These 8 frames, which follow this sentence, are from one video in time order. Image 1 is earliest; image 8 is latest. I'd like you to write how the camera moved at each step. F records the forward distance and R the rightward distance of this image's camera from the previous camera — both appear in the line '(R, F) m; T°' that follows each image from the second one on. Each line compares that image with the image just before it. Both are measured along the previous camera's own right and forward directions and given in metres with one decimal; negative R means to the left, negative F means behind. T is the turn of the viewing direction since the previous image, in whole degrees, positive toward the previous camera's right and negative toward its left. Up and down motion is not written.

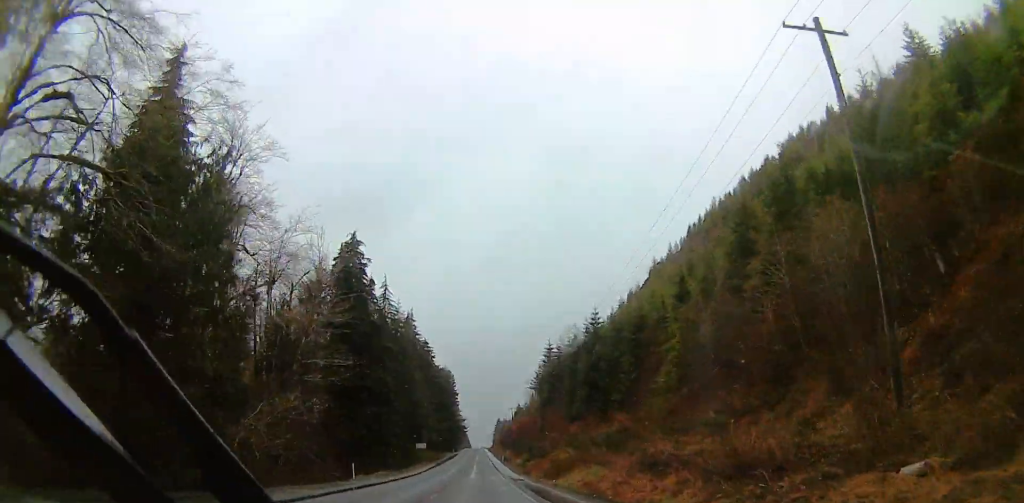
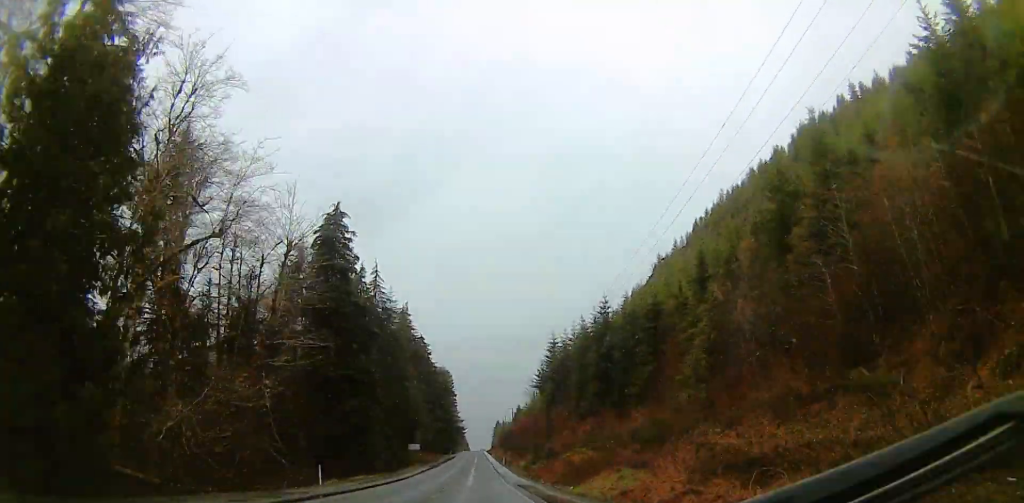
(0.0, +10.1) m; 0°
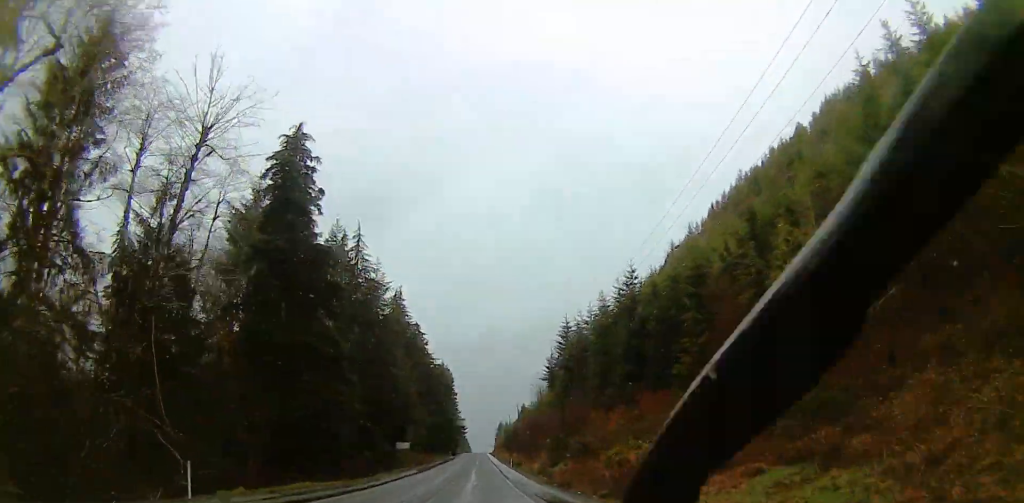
(0.0, +18.9) m; 0°
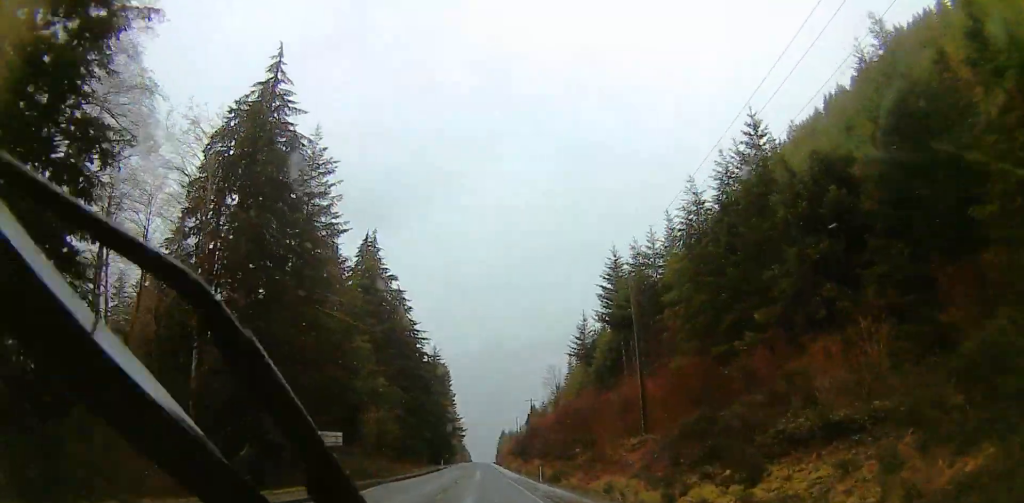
(0.0, +48.0) m; 0°
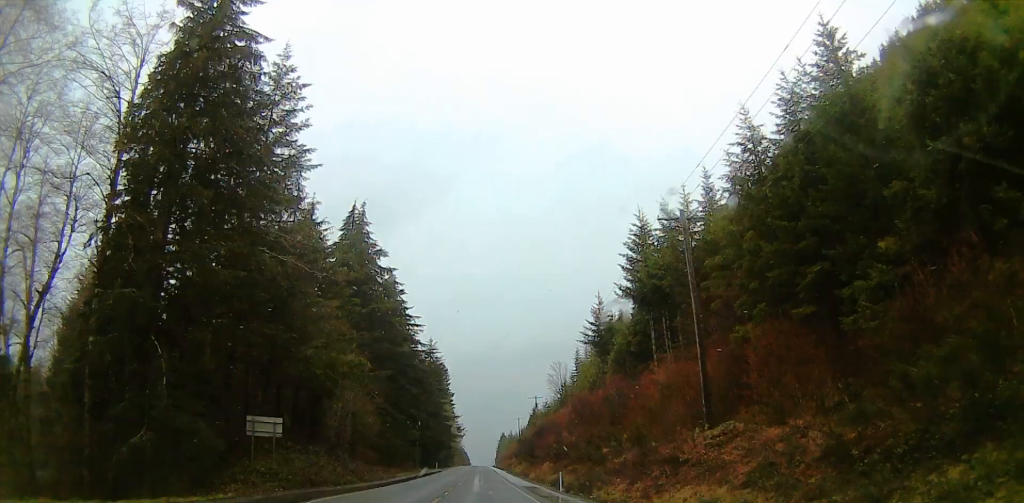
(0.0, +15.3) m; 0°
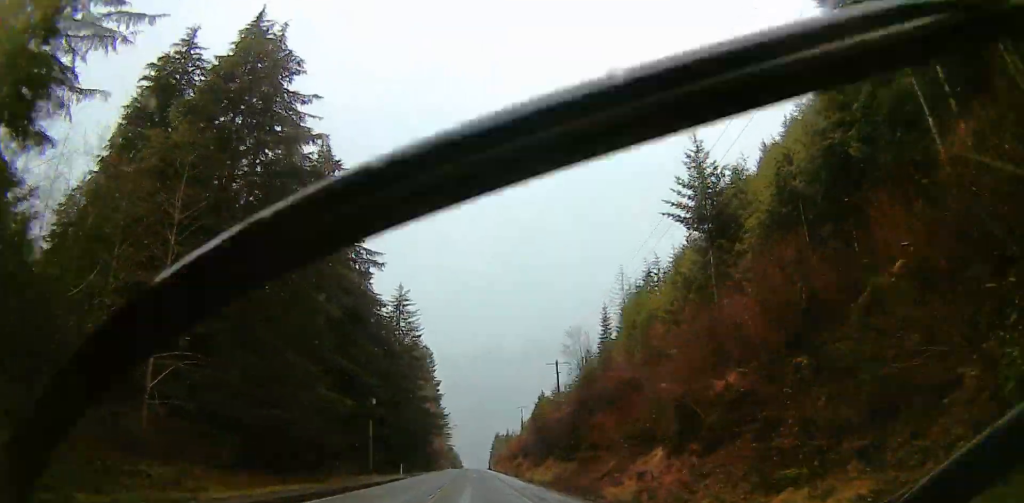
(0.0, +53.7) m; 0°
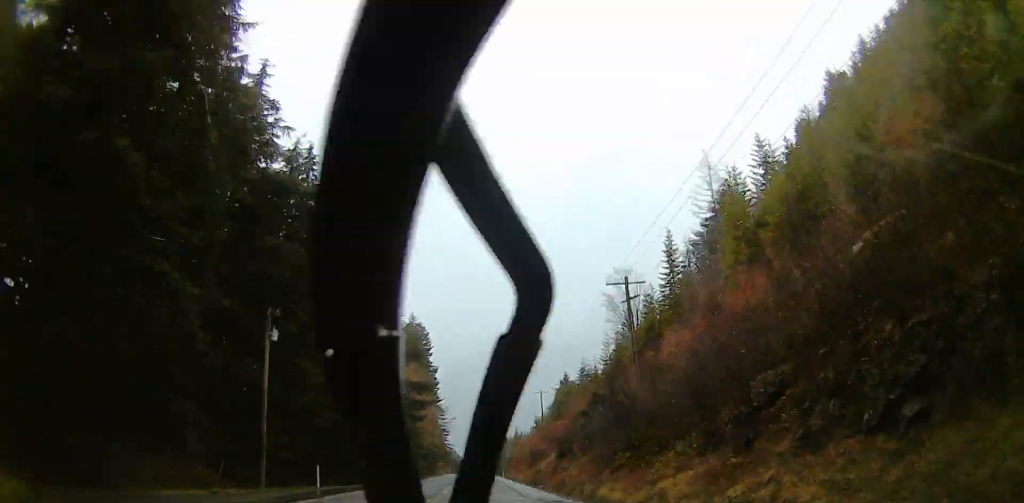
(0.0, +45.8) m; 0°
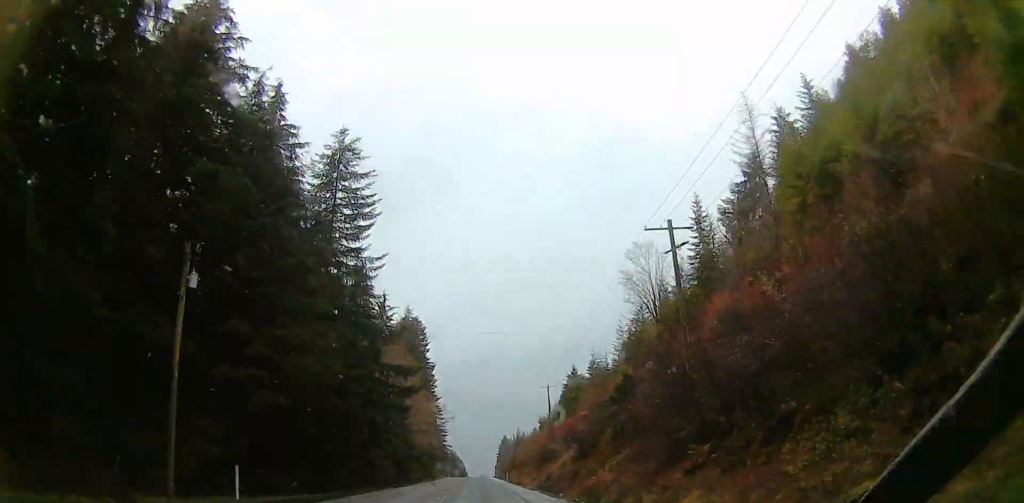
(0.0, +13.4) m; 0°
